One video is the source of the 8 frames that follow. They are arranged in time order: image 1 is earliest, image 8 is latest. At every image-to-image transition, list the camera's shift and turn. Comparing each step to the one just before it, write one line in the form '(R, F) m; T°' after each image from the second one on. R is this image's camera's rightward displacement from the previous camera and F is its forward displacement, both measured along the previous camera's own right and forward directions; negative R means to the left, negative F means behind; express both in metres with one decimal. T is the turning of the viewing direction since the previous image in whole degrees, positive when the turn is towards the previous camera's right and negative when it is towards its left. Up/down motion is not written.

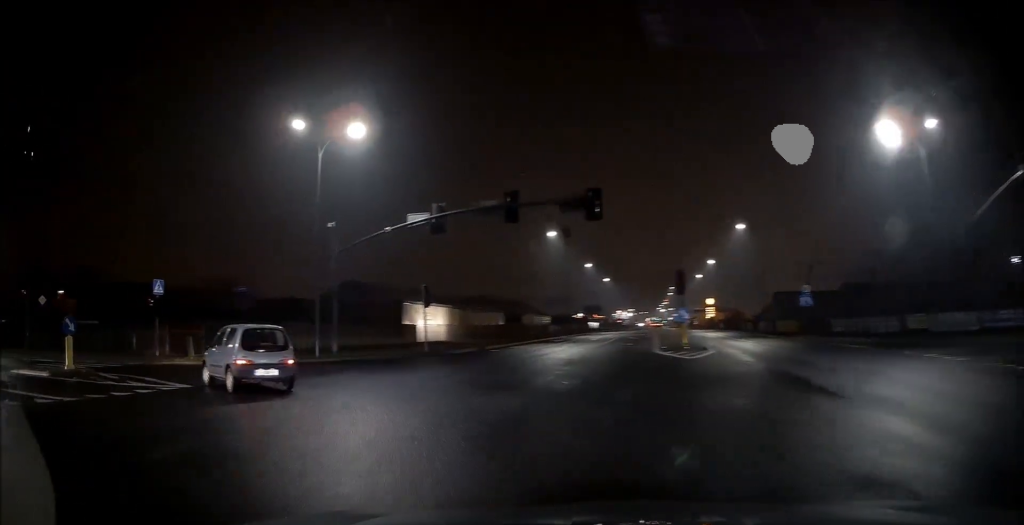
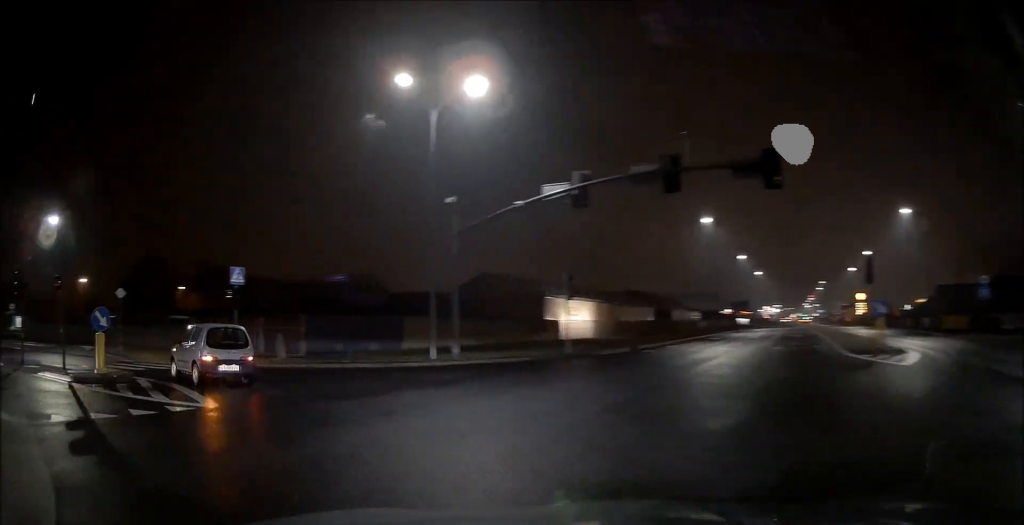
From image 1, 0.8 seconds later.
(-0.1, +4.8) m; -8°
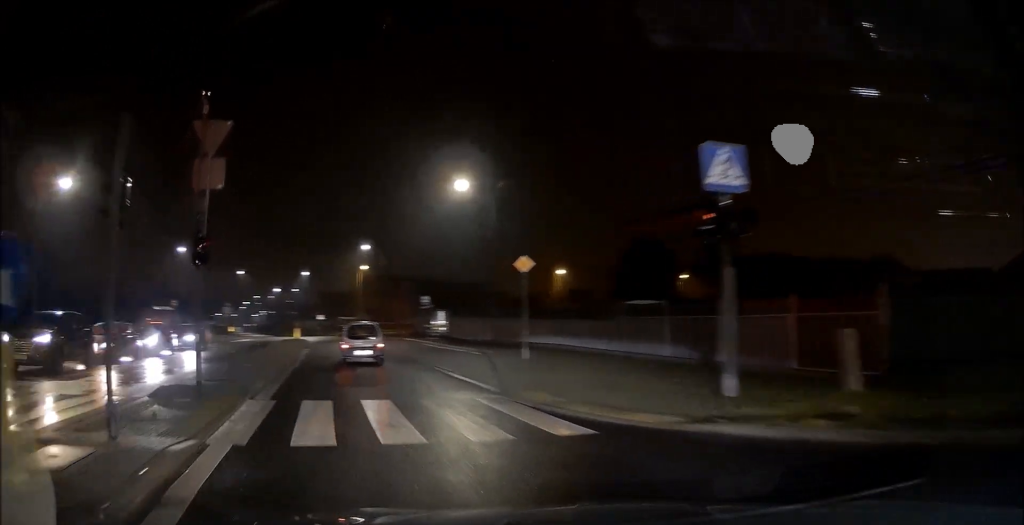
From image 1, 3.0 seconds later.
(-5.3, +13.1) m; -44°
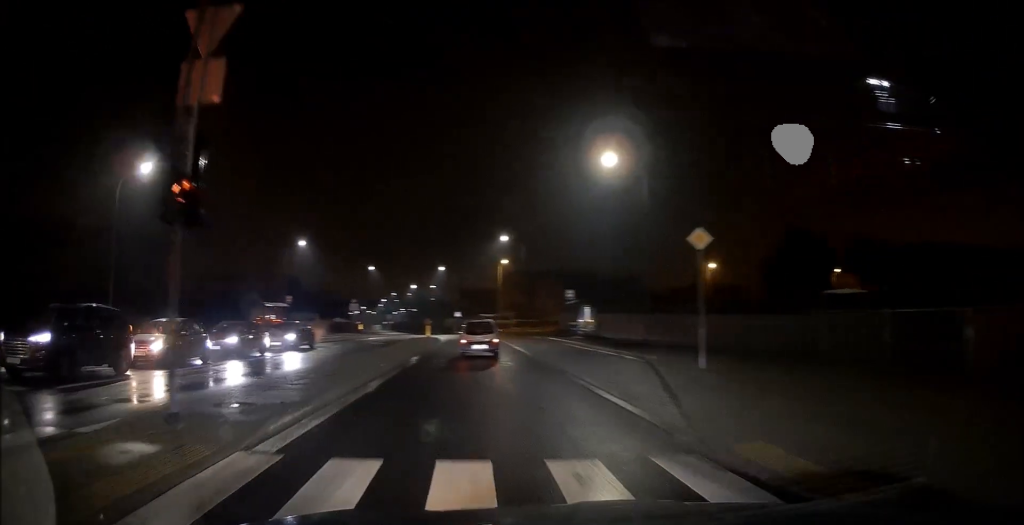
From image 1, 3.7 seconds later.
(-0.5, +4.8) m; -13°
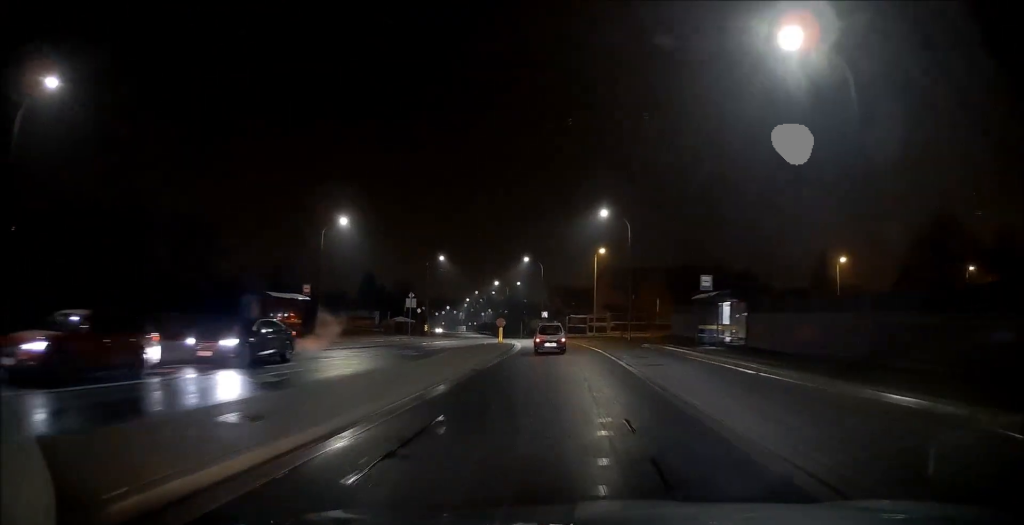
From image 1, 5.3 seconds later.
(-3.1, +12.4) m; -20°
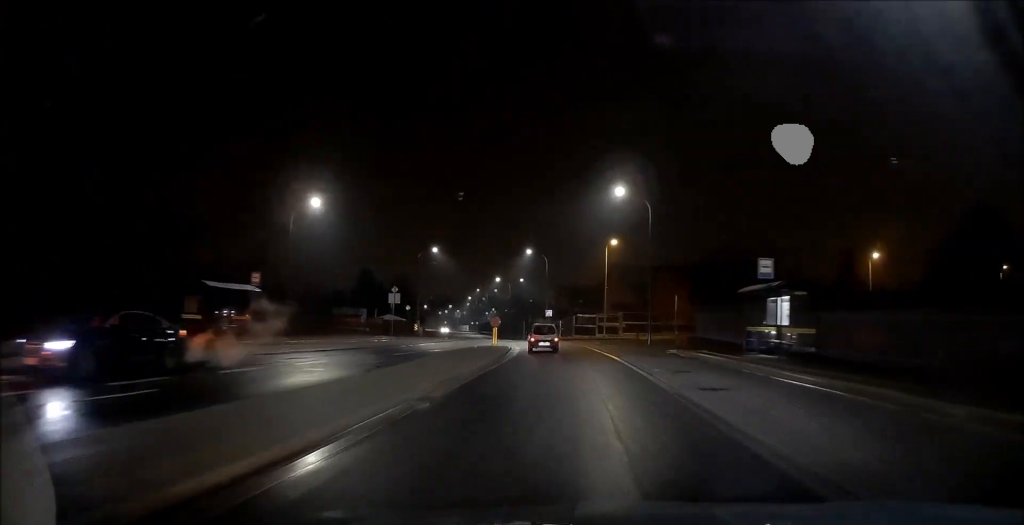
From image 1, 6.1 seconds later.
(-0.2, +6.4) m; -3°
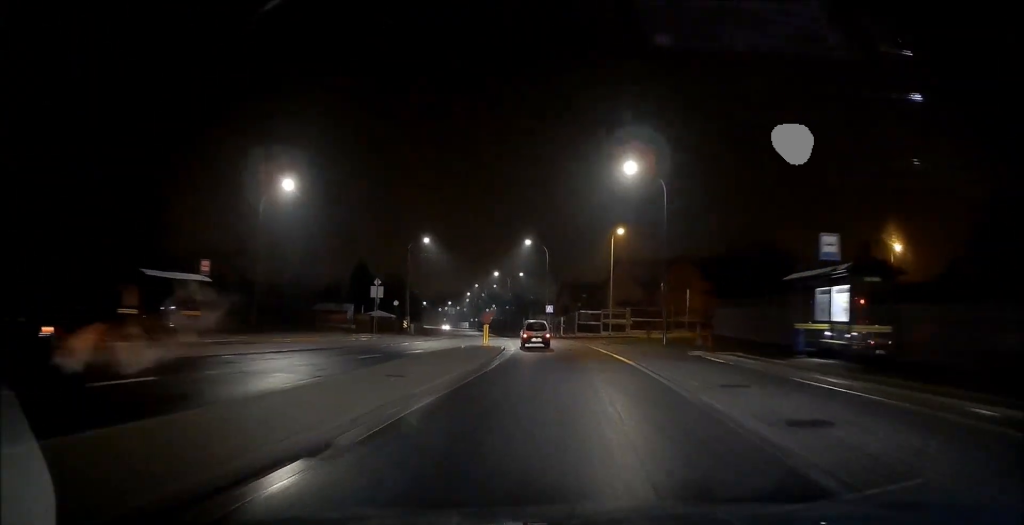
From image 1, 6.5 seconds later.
(0.0, +4.5) m; -1°
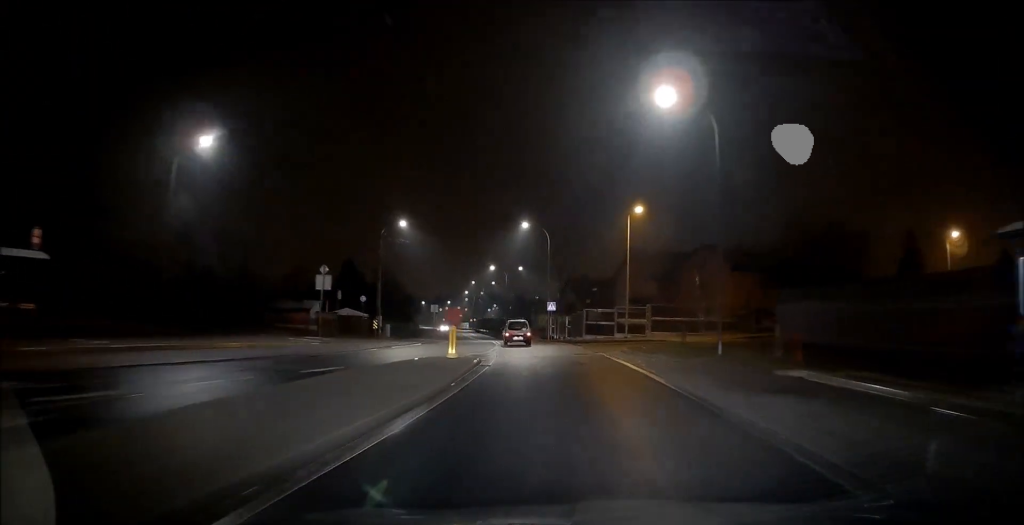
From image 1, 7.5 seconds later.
(-0.2, +9.4) m; -2°
